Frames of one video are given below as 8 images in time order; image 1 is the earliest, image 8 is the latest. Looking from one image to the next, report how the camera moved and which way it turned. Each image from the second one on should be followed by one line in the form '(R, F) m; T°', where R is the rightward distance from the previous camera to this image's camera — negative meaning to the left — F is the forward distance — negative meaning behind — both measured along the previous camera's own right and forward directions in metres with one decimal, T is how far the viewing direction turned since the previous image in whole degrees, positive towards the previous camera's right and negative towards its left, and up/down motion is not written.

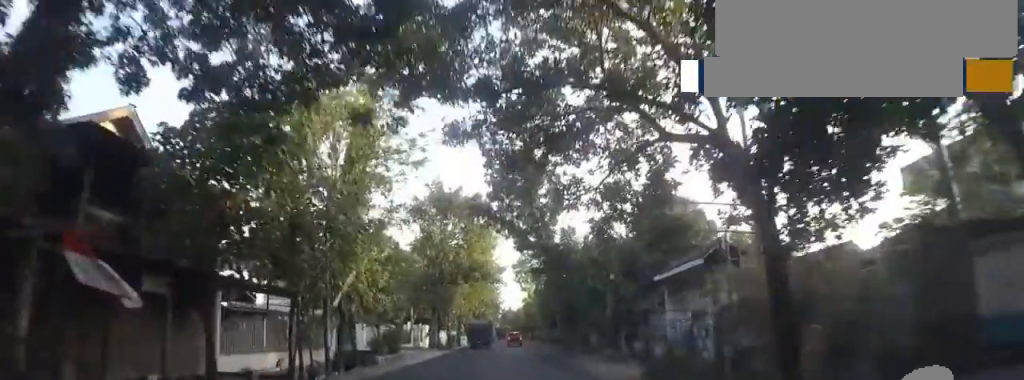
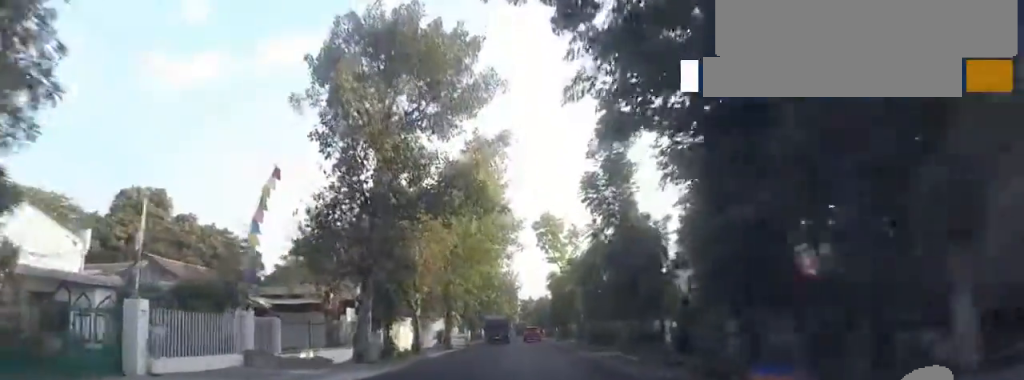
(-0.4, +22.2) m; 0°
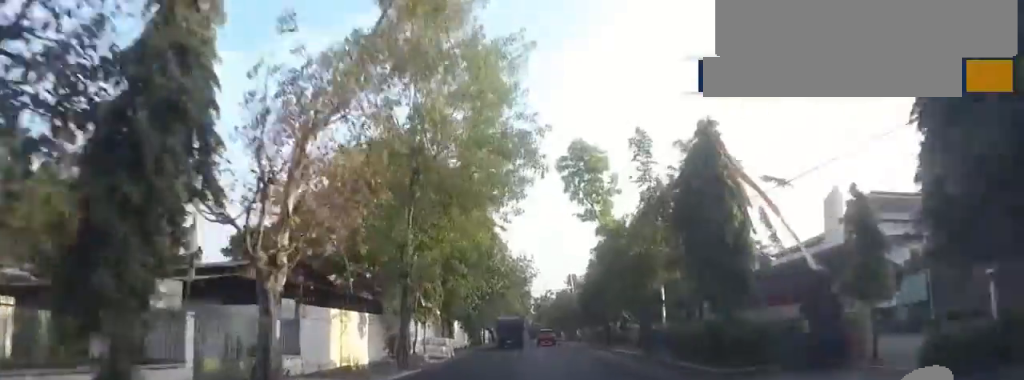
(+0.2, +15.7) m; +2°
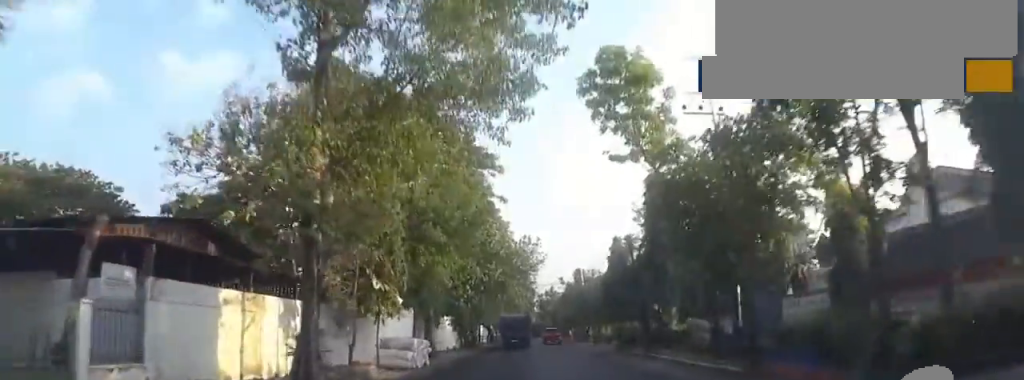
(+0.2, +8.9) m; 0°
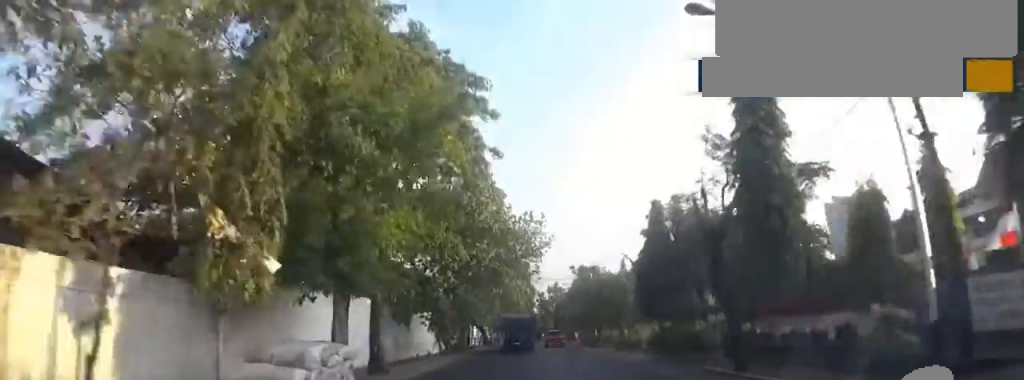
(-0.3, +8.9) m; -1°
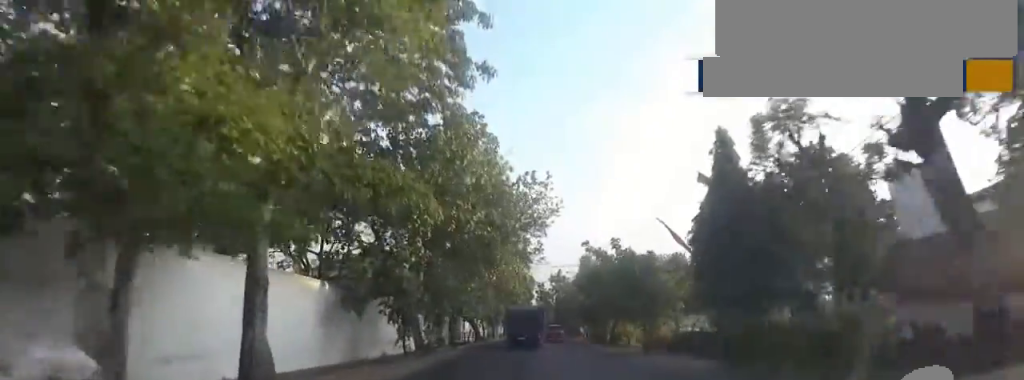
(0.0, +7.5) m; 0°
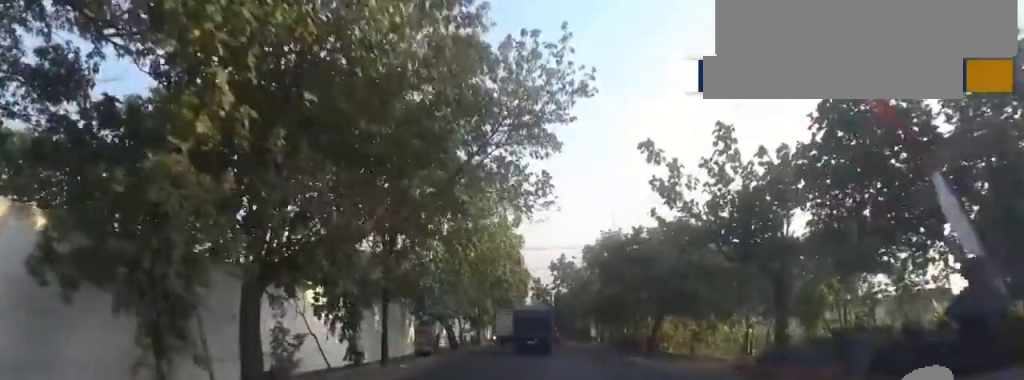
(+0.2, +12.9) m; +1°
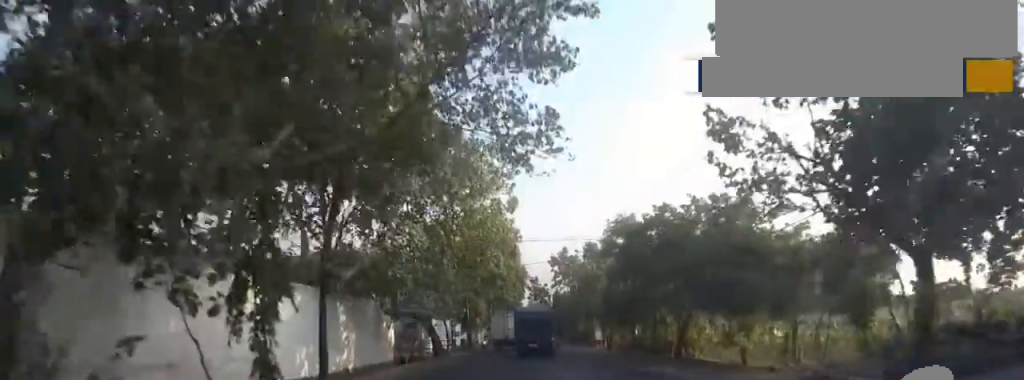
(+0.2, +4.8) m; 0°
